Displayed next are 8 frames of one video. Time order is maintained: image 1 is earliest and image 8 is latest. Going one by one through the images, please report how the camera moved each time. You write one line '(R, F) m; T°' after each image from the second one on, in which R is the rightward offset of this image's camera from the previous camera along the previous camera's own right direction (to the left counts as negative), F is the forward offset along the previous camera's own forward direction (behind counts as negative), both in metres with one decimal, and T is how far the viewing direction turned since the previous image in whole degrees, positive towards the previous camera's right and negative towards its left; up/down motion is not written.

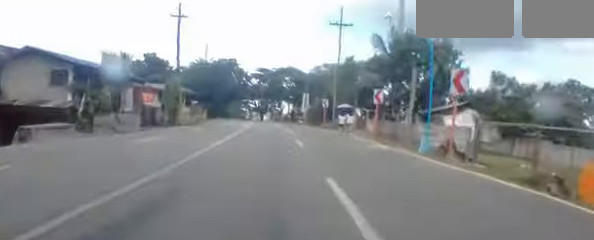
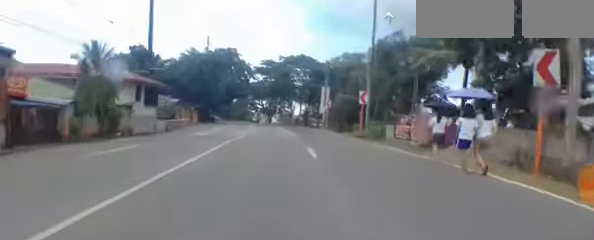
(0.0, +13.3) m; 0°
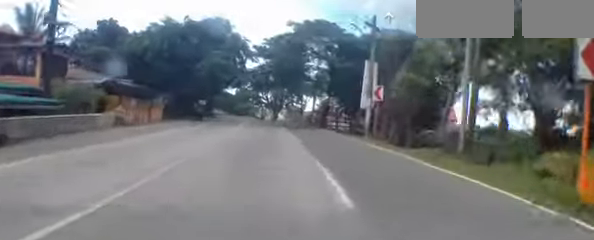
(0.0, +16.7) m; -2°
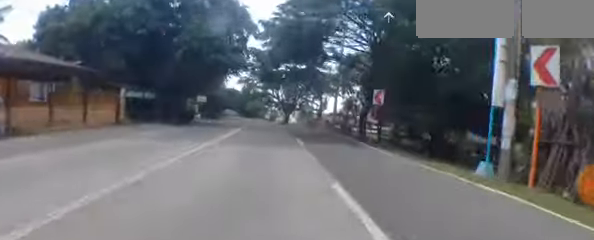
(-0.2, +11.1) m; -2°
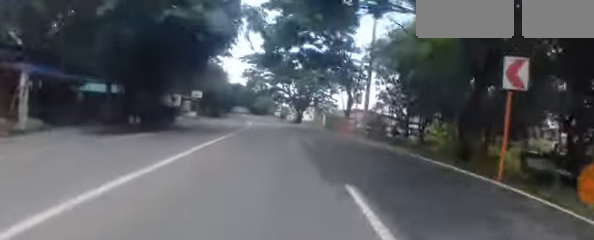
(-0.1, +10.6) m; -2°
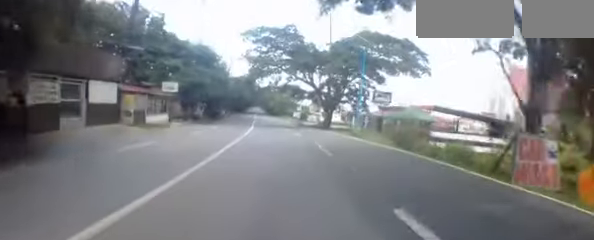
(-0.9, +19.8) m; -3°
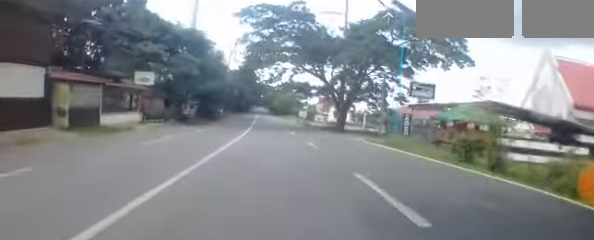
(-0.2, +7.2) m; 0°
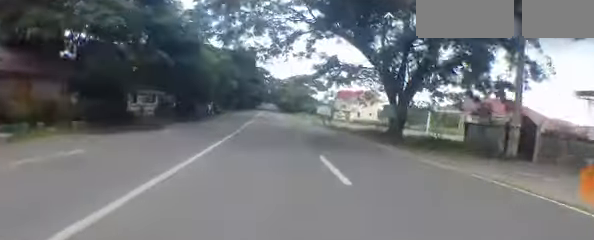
(+0.4, +16.7) m; +1°
